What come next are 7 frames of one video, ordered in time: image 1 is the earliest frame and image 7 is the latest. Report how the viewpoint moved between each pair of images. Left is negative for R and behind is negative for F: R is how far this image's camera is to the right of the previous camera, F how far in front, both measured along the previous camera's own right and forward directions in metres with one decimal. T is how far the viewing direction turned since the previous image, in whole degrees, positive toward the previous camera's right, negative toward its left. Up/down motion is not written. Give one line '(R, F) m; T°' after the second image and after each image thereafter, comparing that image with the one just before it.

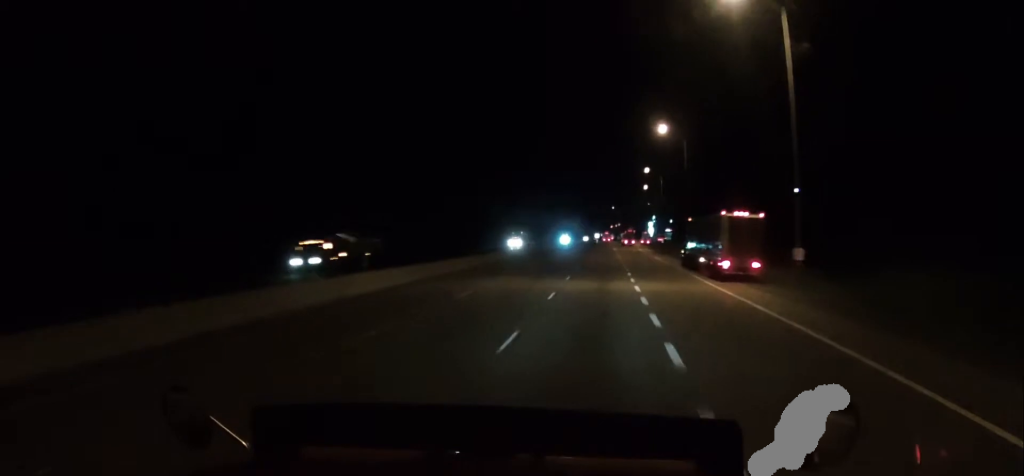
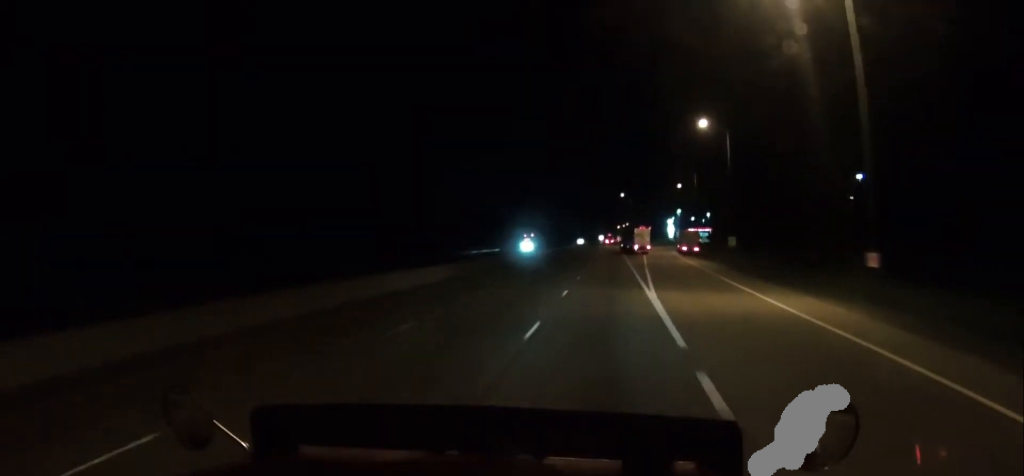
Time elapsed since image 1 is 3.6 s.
(+0.9, +106.2) m; 0°
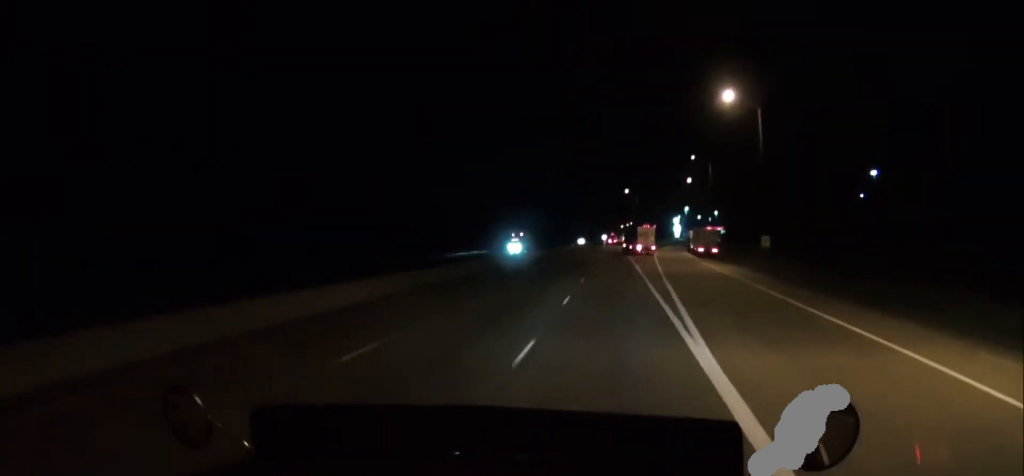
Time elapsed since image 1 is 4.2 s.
(+0.1, +15.5) m; 0°
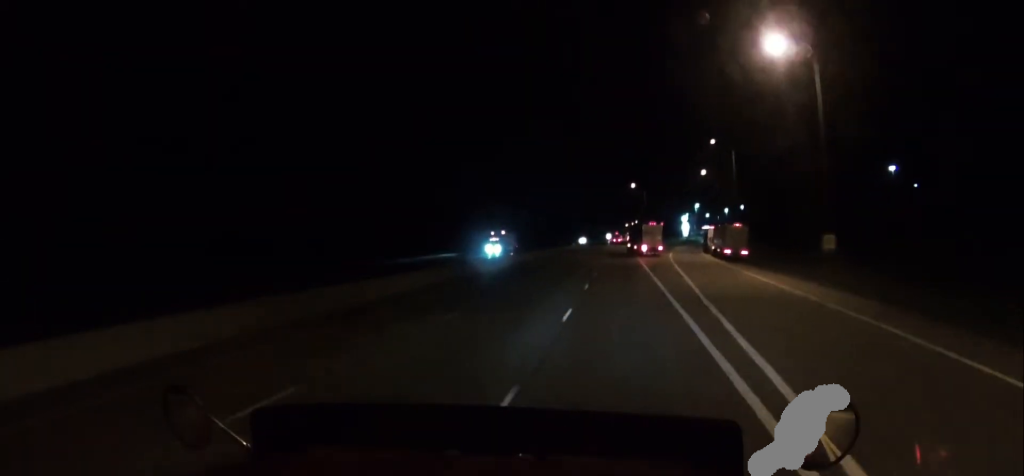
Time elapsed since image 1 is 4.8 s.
(+0.4, +17.5) m; 0°
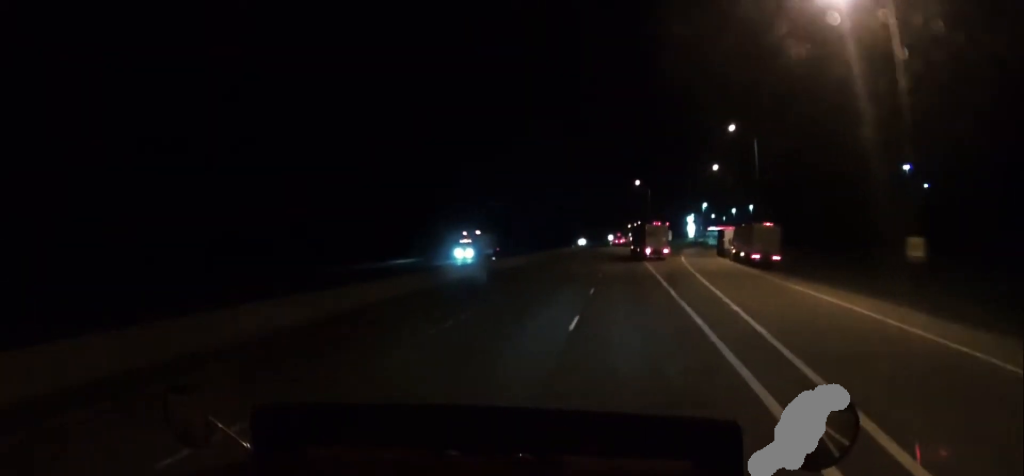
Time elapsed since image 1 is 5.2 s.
(-0.2, +13.6) m; 0°
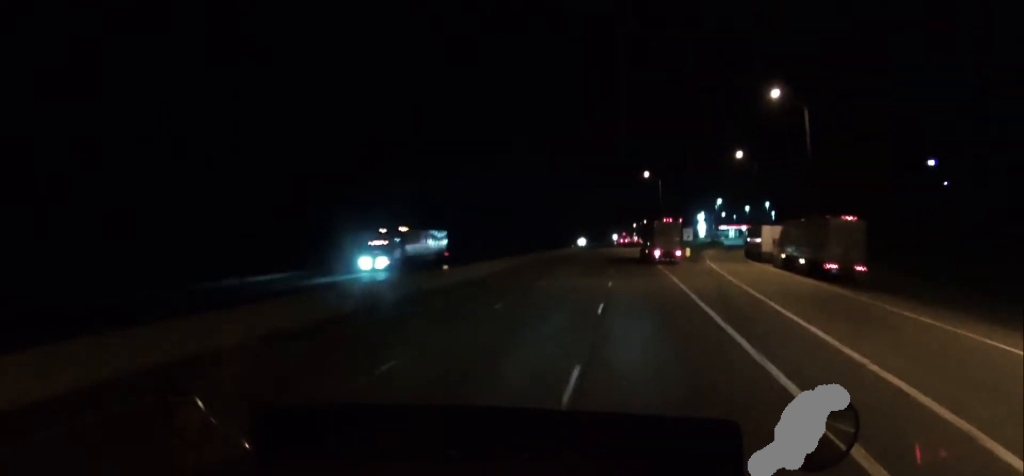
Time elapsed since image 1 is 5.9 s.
(-0.2, +20.3) m; -1°
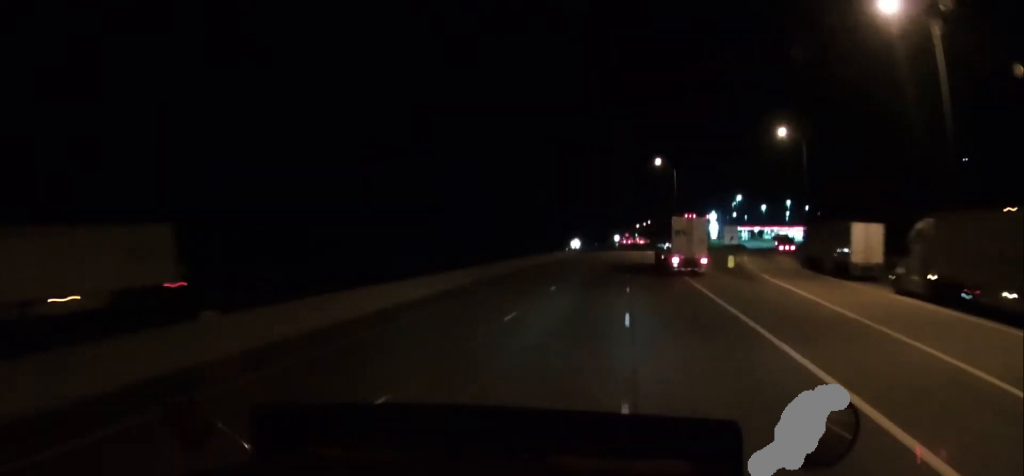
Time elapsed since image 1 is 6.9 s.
(-0.1, +27.0) m; 0°
